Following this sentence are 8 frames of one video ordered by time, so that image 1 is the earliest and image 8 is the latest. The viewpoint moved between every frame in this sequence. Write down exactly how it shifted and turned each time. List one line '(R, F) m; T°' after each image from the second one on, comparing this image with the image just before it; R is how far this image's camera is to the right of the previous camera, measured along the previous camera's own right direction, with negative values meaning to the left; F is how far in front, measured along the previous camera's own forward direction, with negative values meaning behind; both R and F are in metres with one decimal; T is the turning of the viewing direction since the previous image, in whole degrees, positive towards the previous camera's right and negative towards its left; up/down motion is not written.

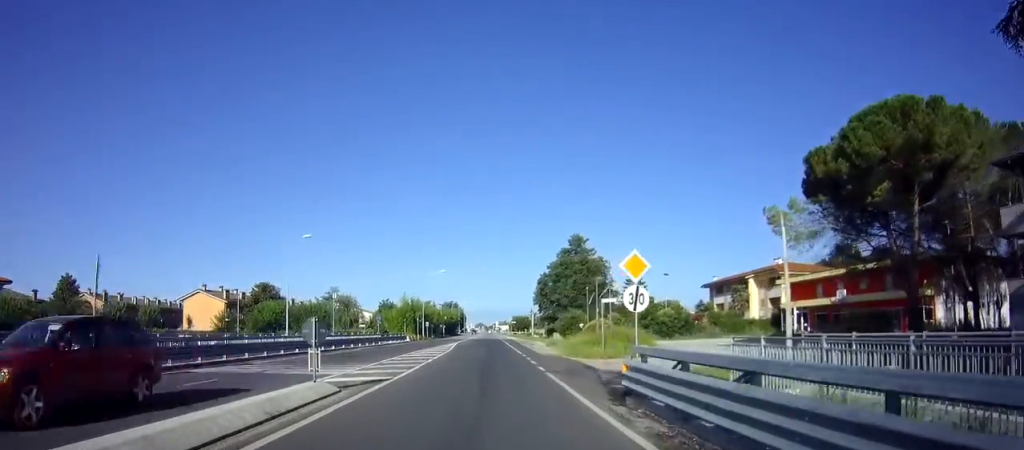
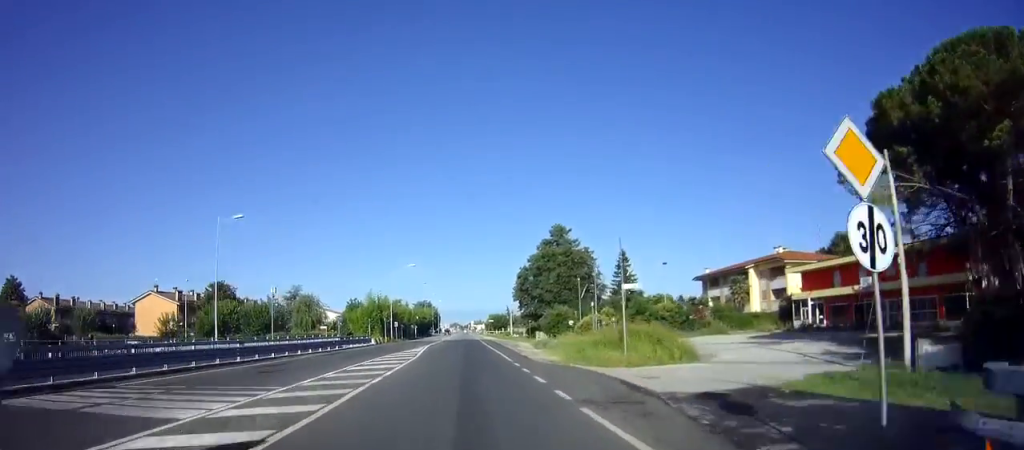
(+0.4, +7.8) m; +4°
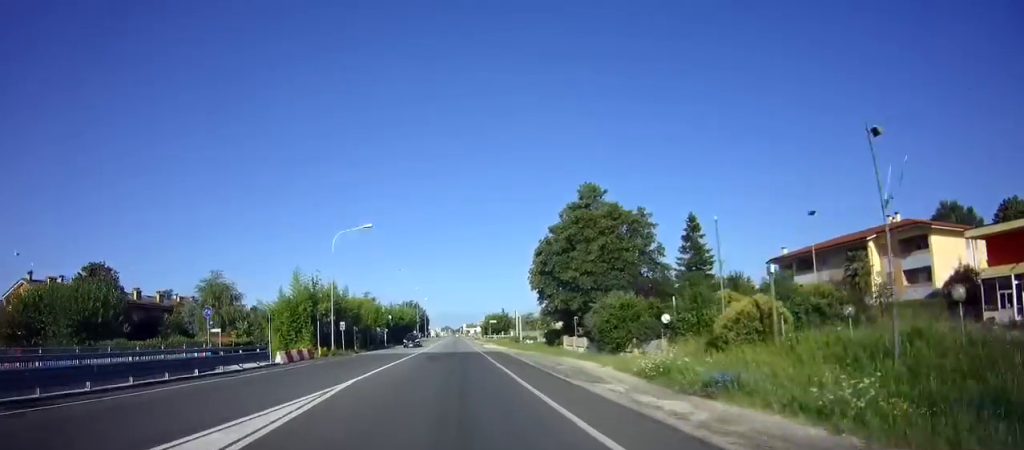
(+0.9, +27.9) m; +3°
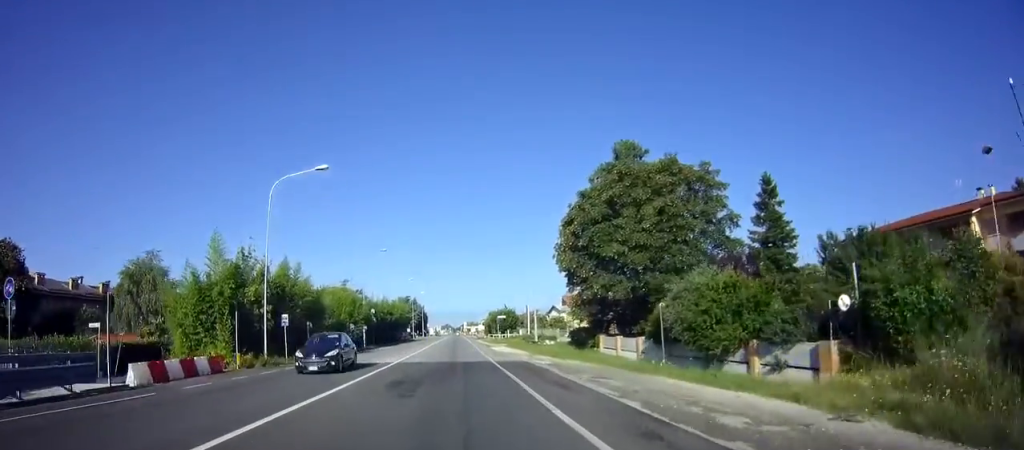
(+0.2, +14.0) m; 0°
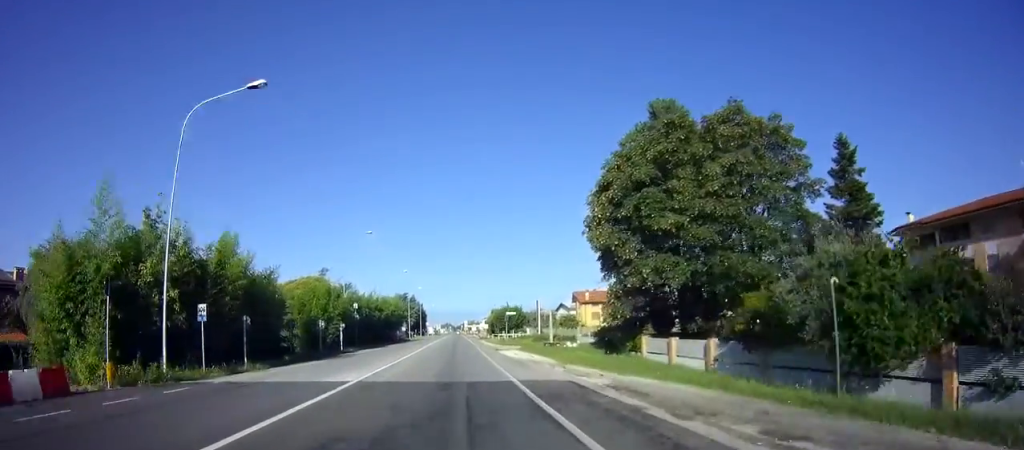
(-0.2, +9.7) m; 0°
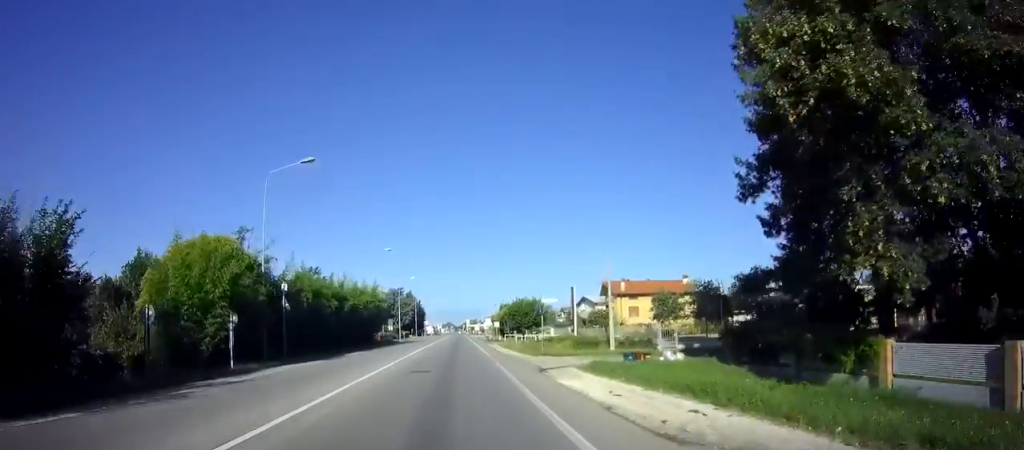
(+0.1, +20.1) m; +1°
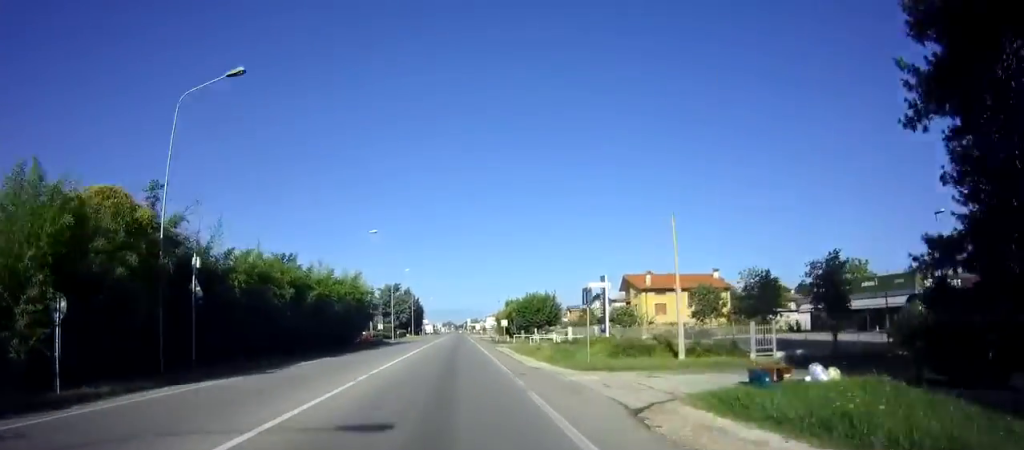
(0.0, +9.8) m; 0°
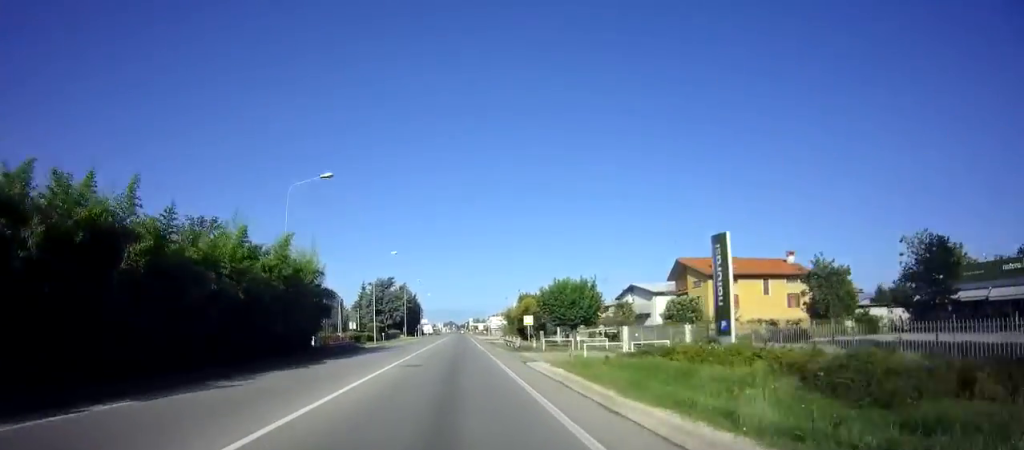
(-0.1, +17.4) m; -1°
